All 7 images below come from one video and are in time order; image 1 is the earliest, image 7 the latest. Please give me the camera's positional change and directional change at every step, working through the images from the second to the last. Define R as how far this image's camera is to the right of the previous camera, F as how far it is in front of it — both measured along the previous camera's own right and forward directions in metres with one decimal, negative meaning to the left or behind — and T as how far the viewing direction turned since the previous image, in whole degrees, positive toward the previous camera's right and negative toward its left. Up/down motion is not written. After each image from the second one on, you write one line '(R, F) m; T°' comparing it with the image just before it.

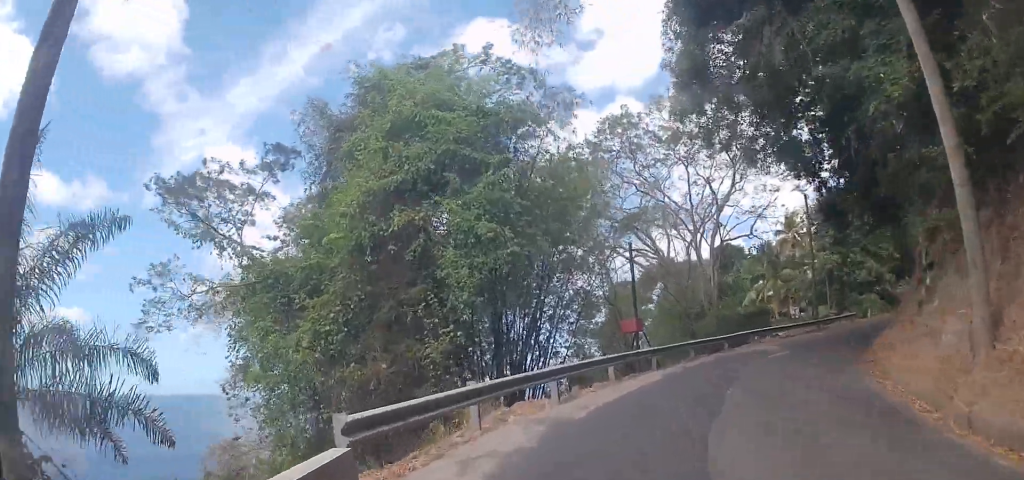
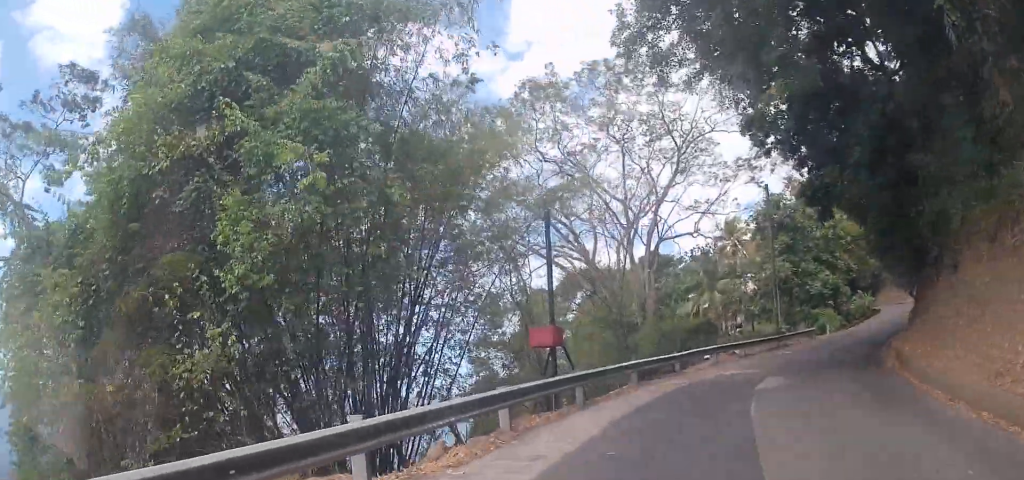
(+0.6, +7.4) m; +6°
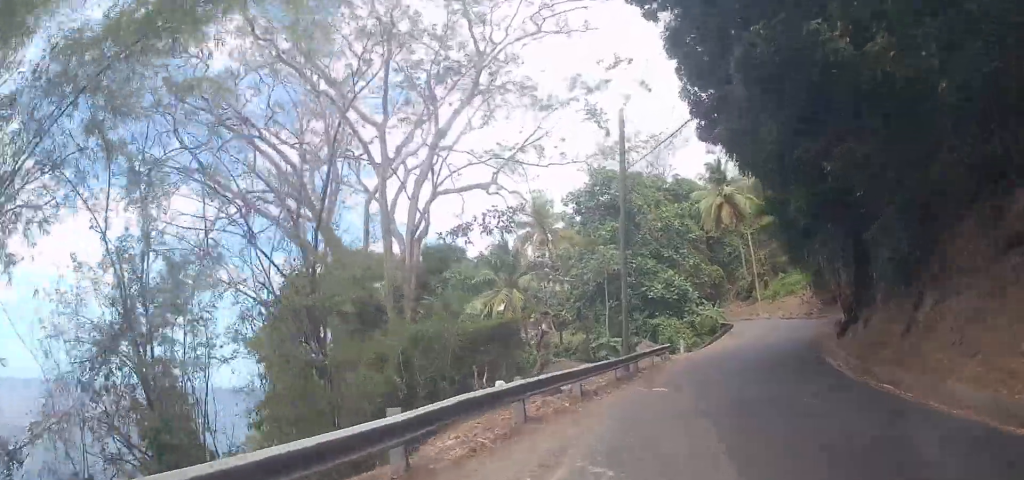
(+1.4, +14.1) m; +17°
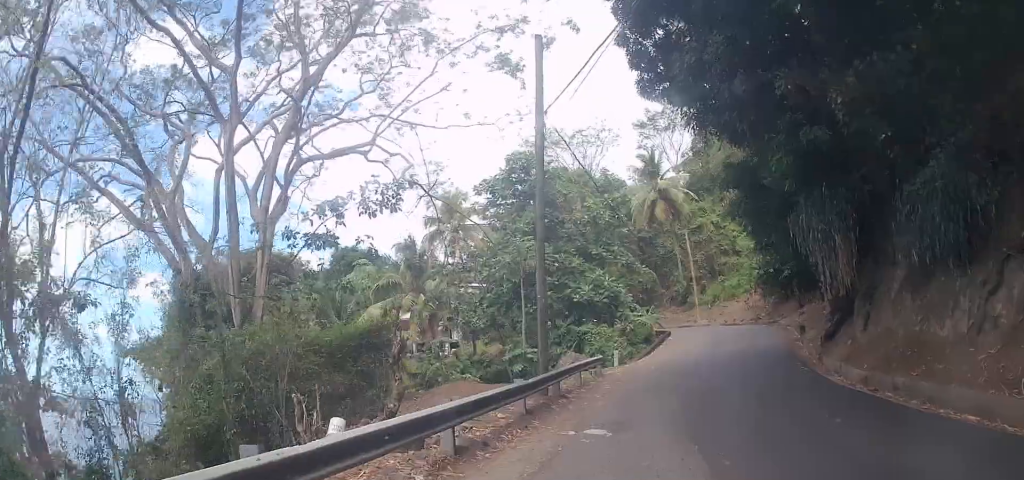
(+0.7, +6.2) m; +11°
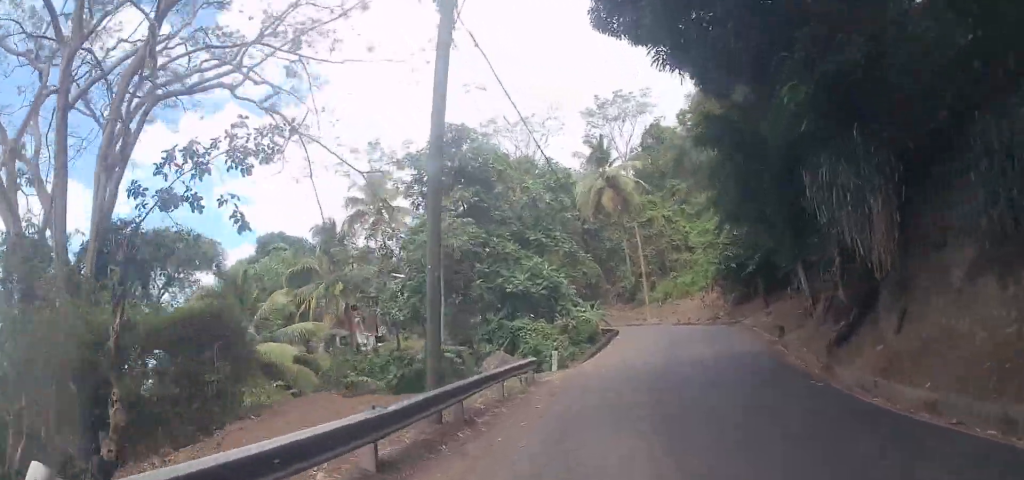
(+0.4, +5.4) m; +3°
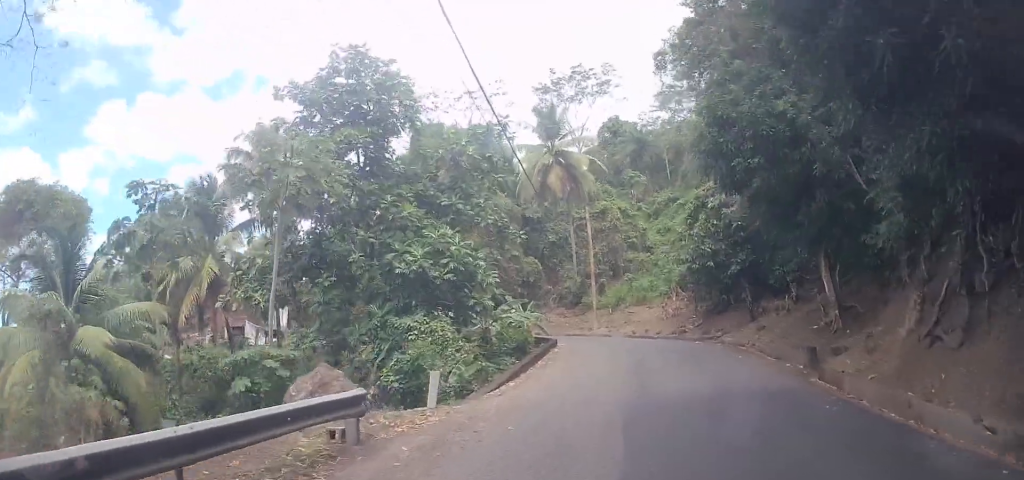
(+0.3, +9.8) m; +5°
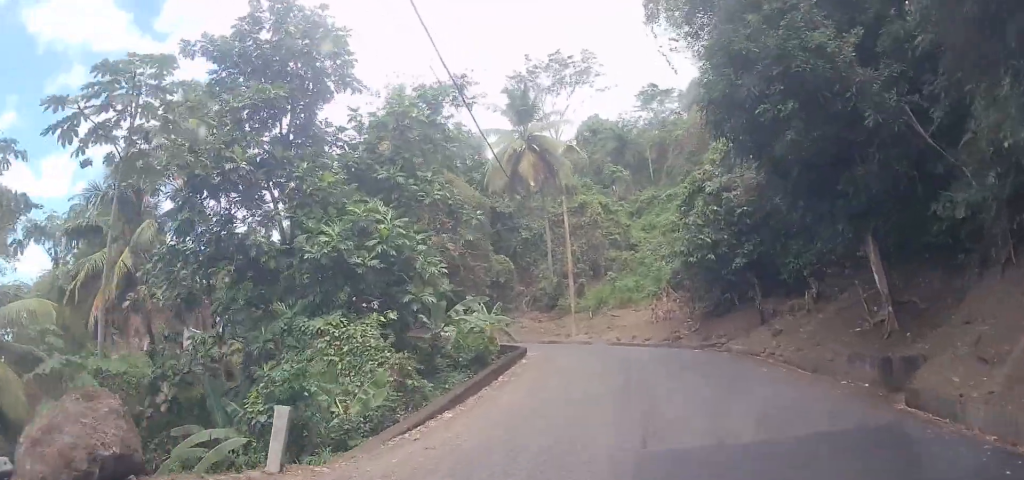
(+0.2, +5.4) m; +4°
